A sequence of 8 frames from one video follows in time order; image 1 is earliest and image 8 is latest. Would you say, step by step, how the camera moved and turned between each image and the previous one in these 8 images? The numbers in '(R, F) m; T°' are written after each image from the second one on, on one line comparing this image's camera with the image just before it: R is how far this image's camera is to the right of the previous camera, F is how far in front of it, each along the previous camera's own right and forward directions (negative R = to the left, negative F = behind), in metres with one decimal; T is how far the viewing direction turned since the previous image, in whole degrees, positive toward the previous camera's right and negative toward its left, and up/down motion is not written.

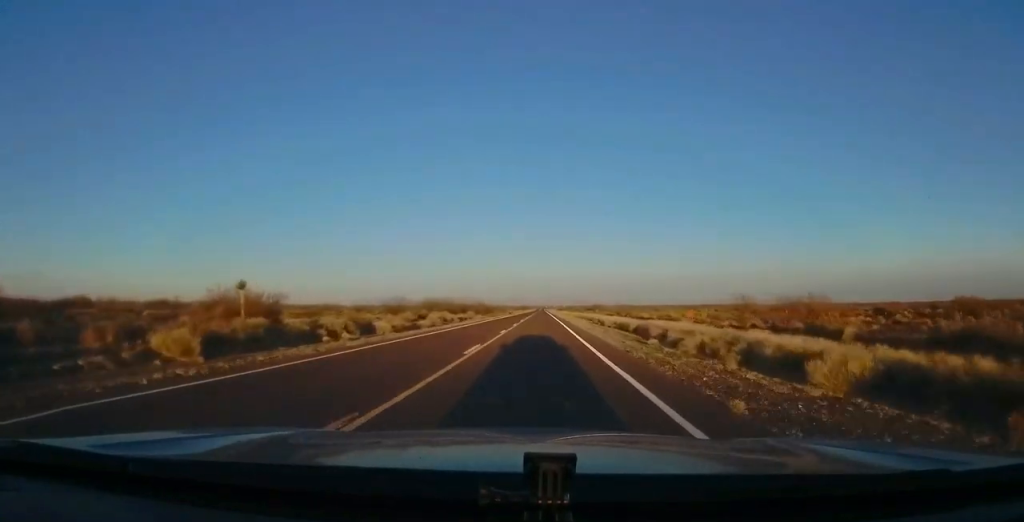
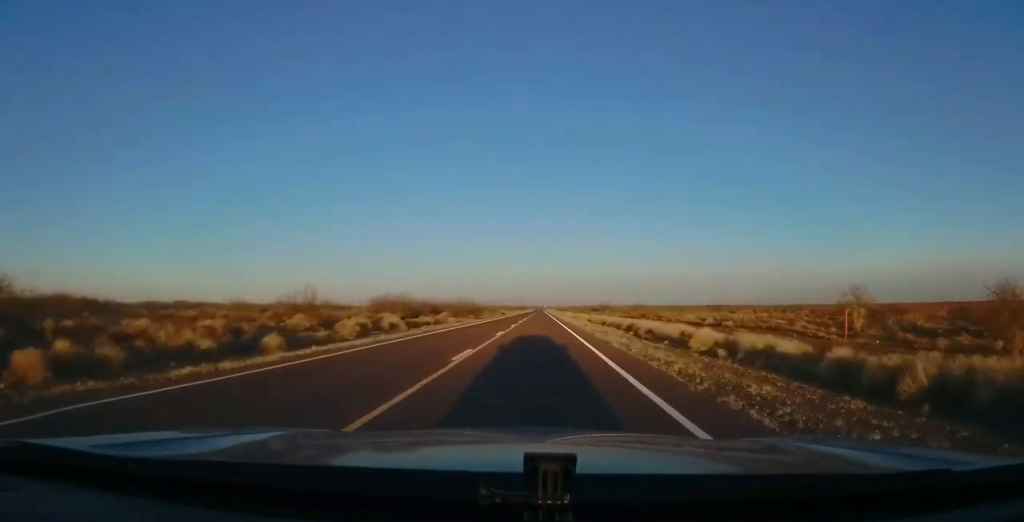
(+0.7, +26.5) m; 0°
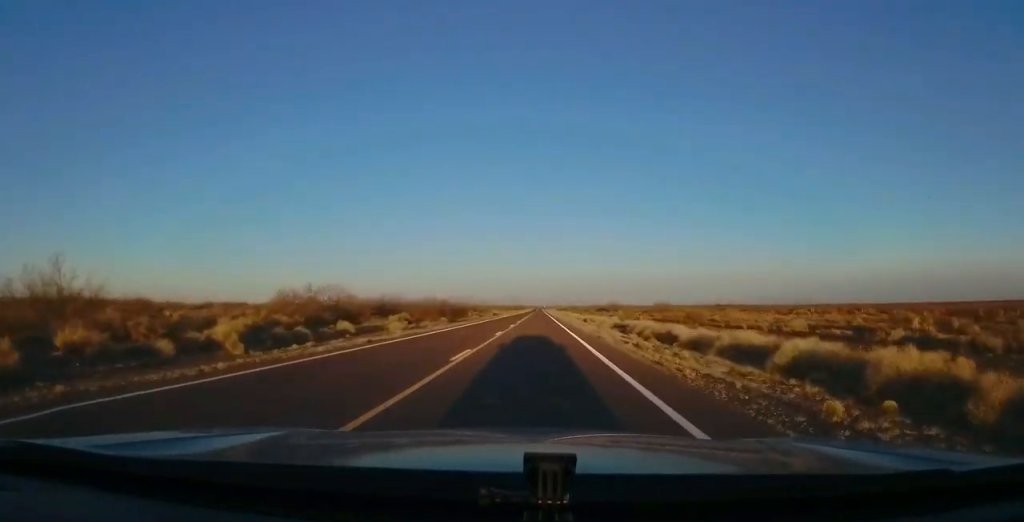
(-1.0, +24.5) m; 0°
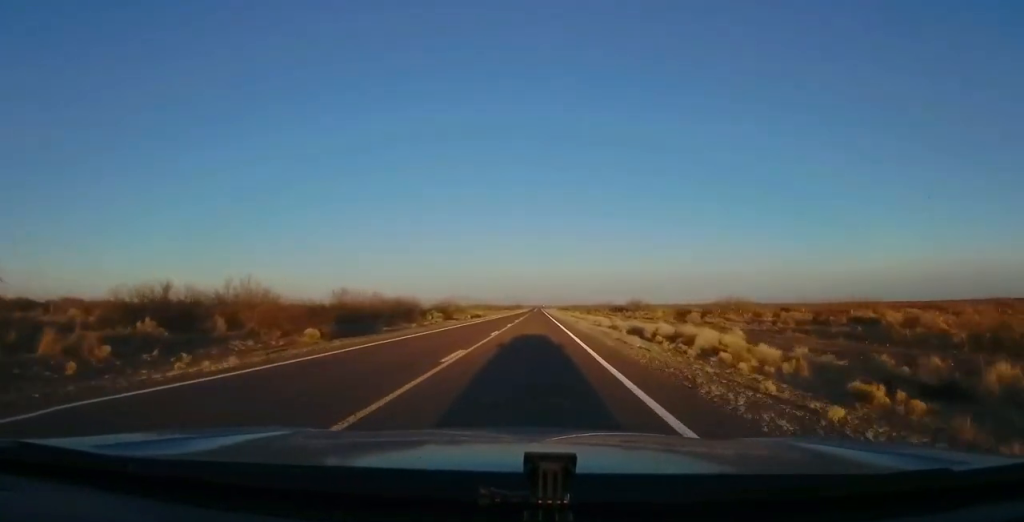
(+1.4, +37.2) m; +2°
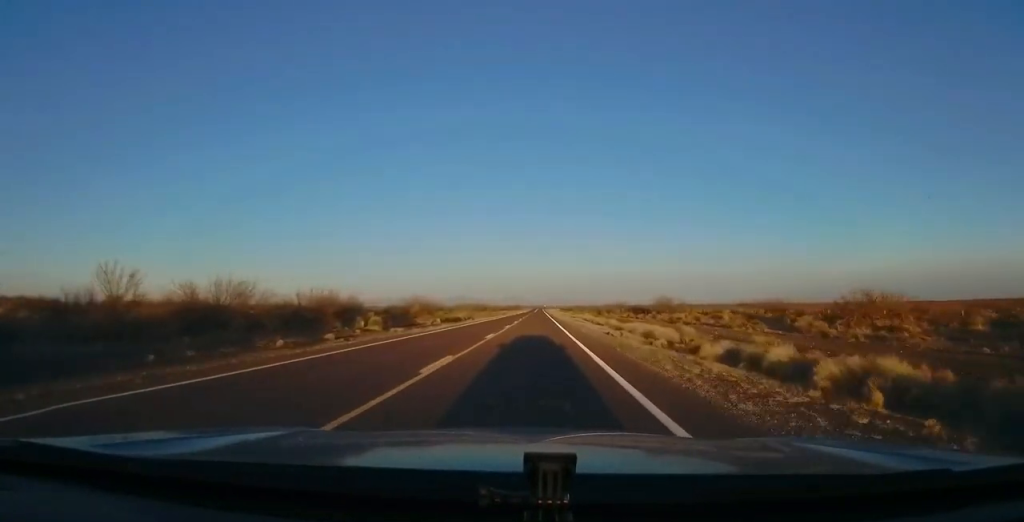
(-0.1, +26.4) m; -1°
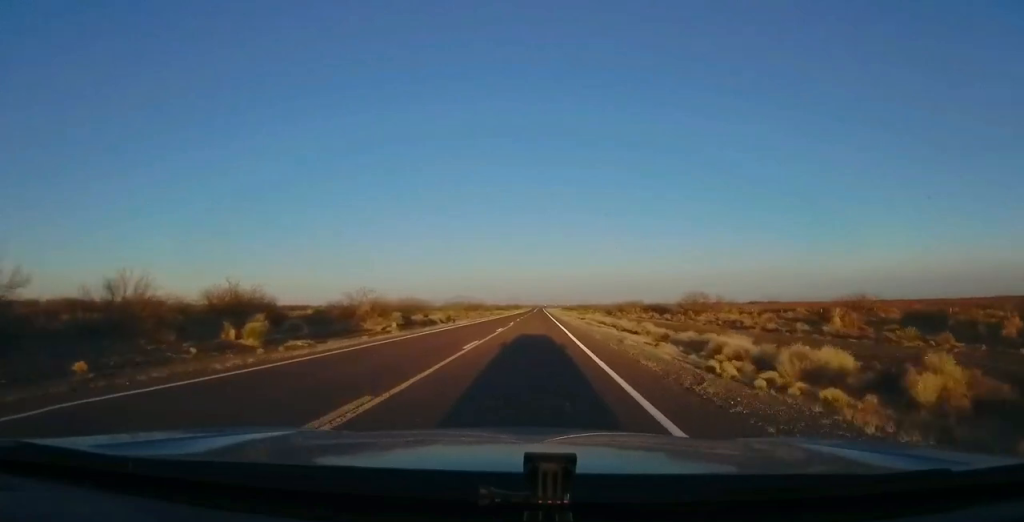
(-0.3, +18.6) m; -1°
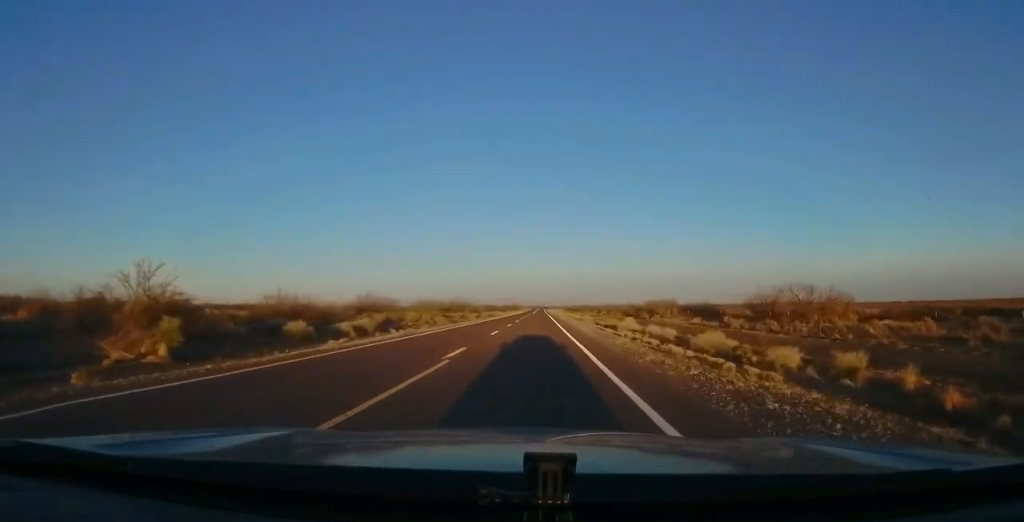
(-0.1, +27.4) m; +1°
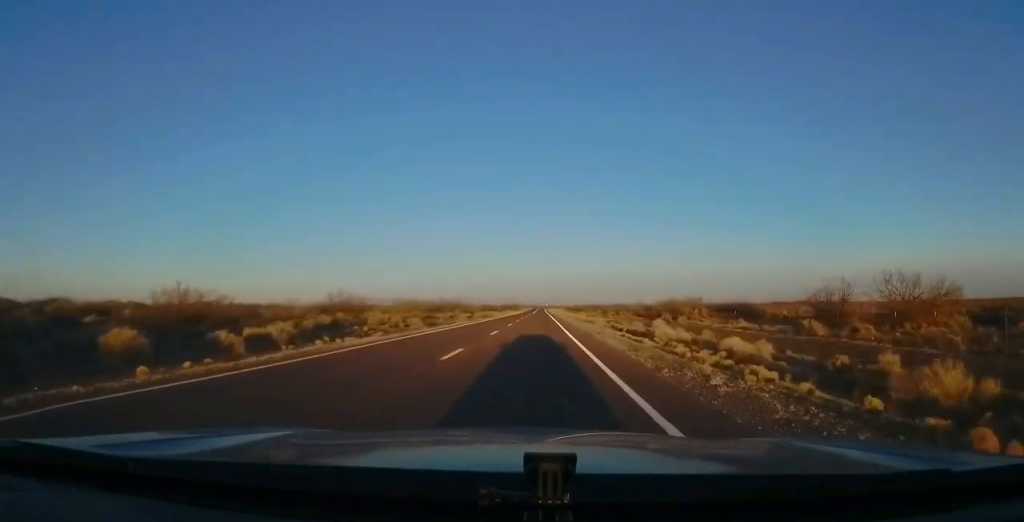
(0.0, +12.7) m; 0°
